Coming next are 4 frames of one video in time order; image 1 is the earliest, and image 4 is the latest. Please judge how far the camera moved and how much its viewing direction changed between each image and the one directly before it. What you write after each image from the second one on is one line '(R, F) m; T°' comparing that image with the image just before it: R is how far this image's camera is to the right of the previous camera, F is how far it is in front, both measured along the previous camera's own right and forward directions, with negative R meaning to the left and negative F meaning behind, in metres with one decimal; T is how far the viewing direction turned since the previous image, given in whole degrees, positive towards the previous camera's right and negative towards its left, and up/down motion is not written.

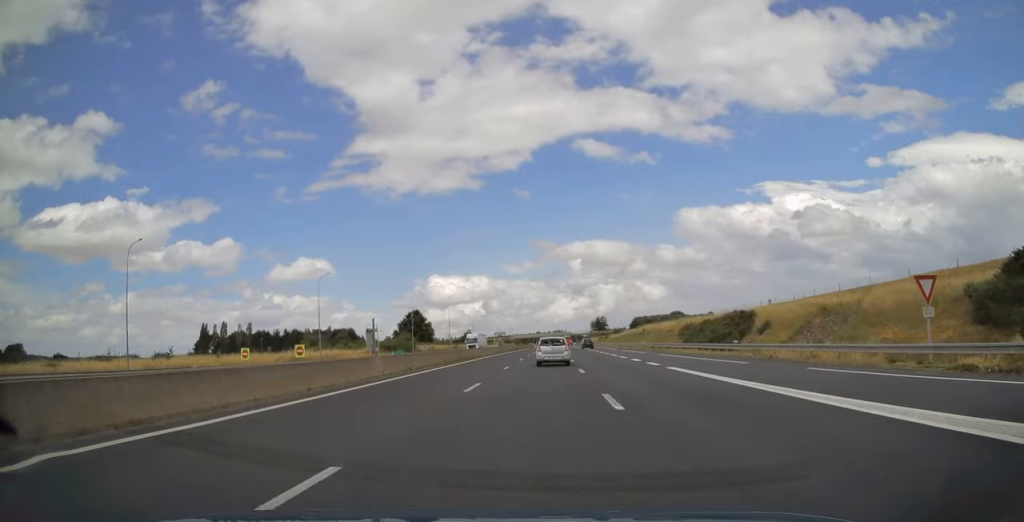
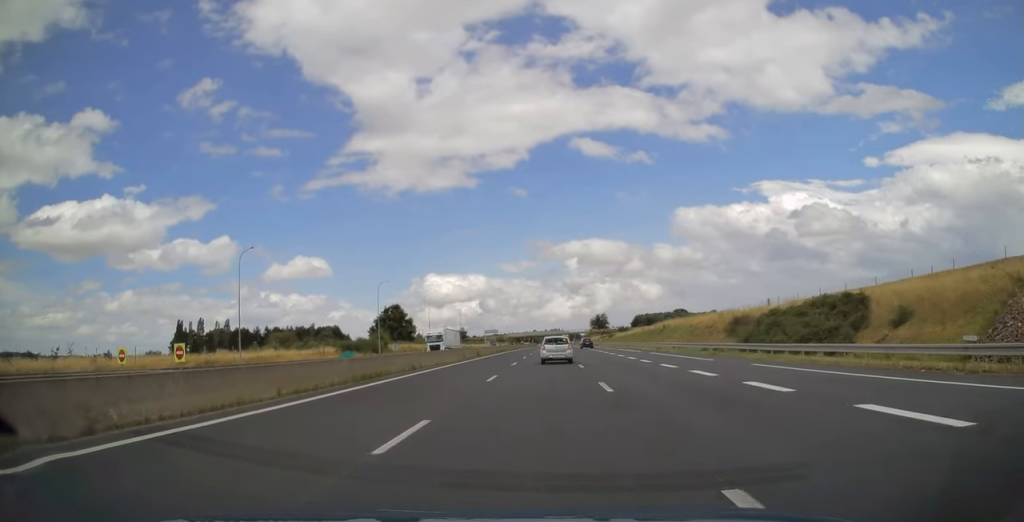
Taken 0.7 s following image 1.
(+0.1, +22.4) m; 0°
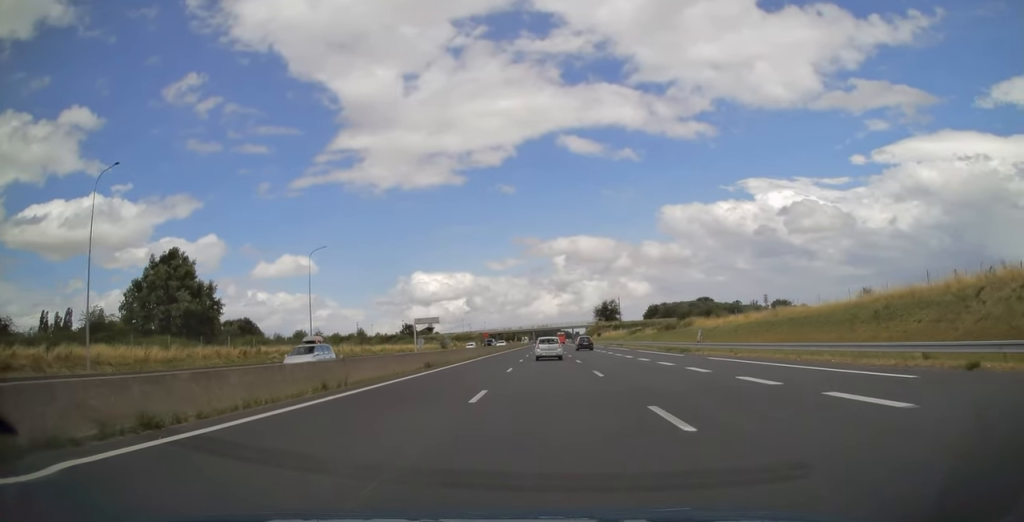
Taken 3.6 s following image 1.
(+1.3, +98.5) m; +1°
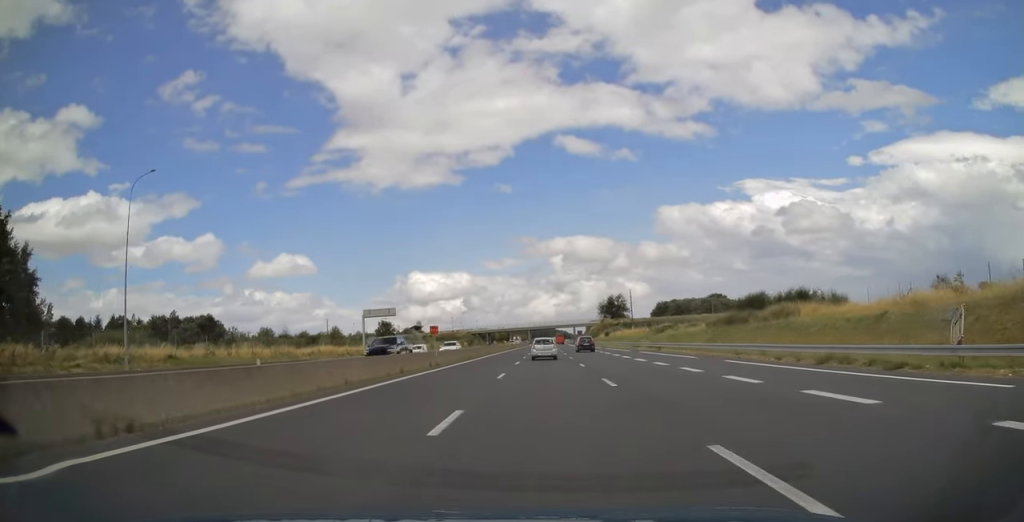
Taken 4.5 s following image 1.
(-0.2, +30.5) m; 0°
